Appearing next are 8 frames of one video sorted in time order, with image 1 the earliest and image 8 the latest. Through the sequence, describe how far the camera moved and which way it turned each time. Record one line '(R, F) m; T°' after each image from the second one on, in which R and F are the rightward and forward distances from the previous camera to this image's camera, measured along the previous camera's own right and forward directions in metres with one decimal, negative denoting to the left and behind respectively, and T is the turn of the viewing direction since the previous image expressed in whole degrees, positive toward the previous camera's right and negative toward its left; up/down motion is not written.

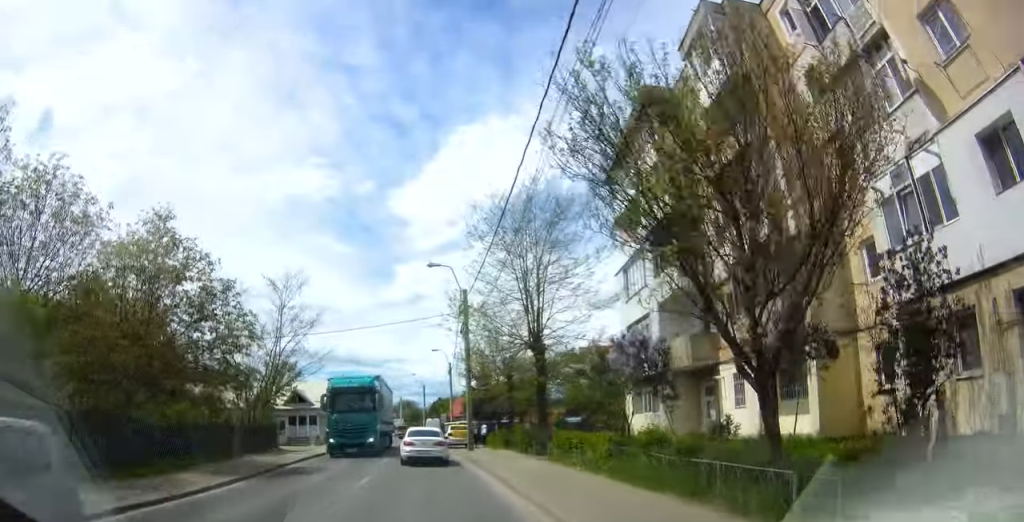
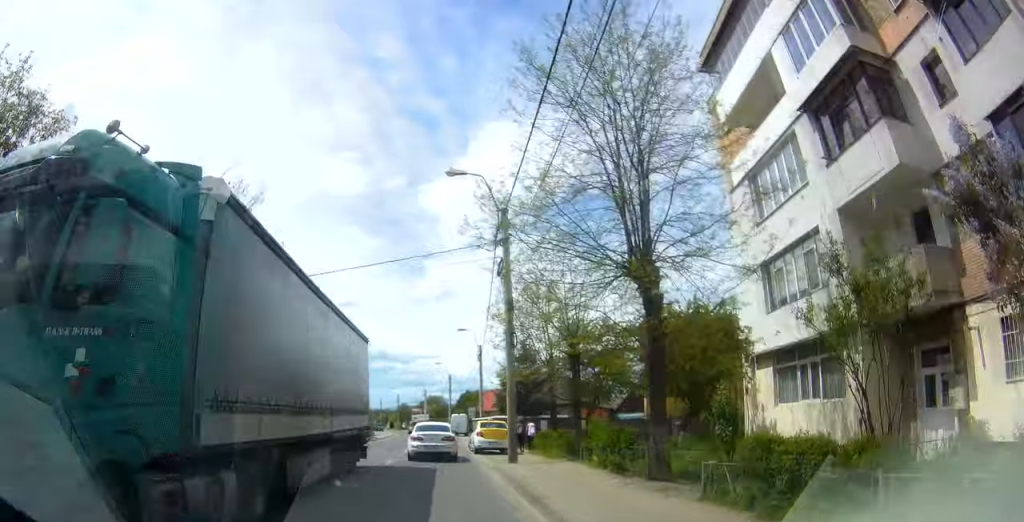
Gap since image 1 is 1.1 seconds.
(0.0, +11.9) m; -1°
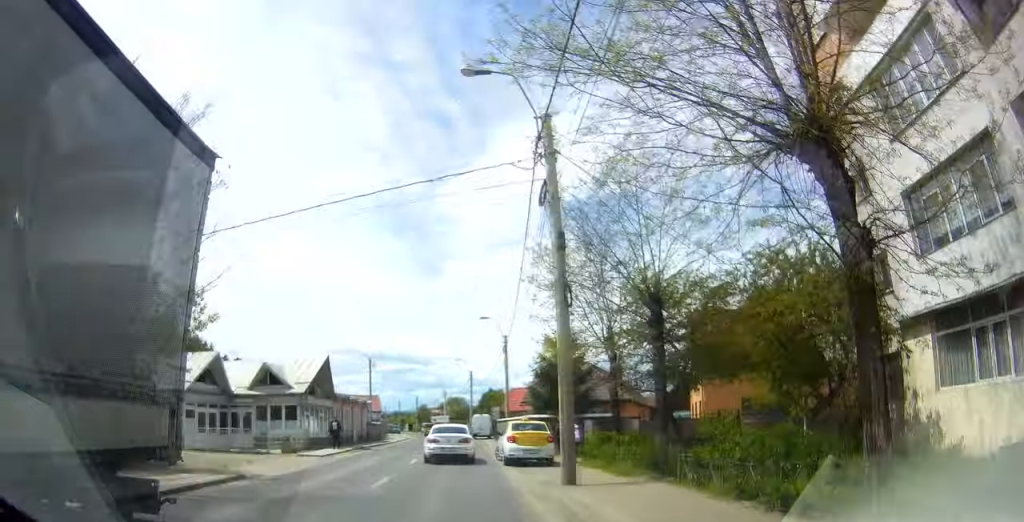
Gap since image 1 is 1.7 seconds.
(+0.1, +7.0) m; -1°
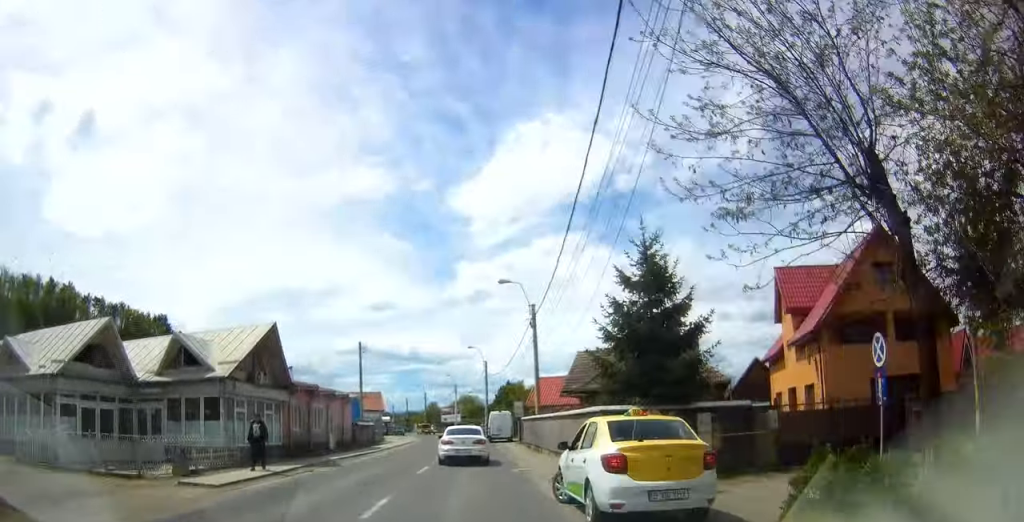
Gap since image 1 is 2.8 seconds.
(-0.4, +12.3) m; 0°
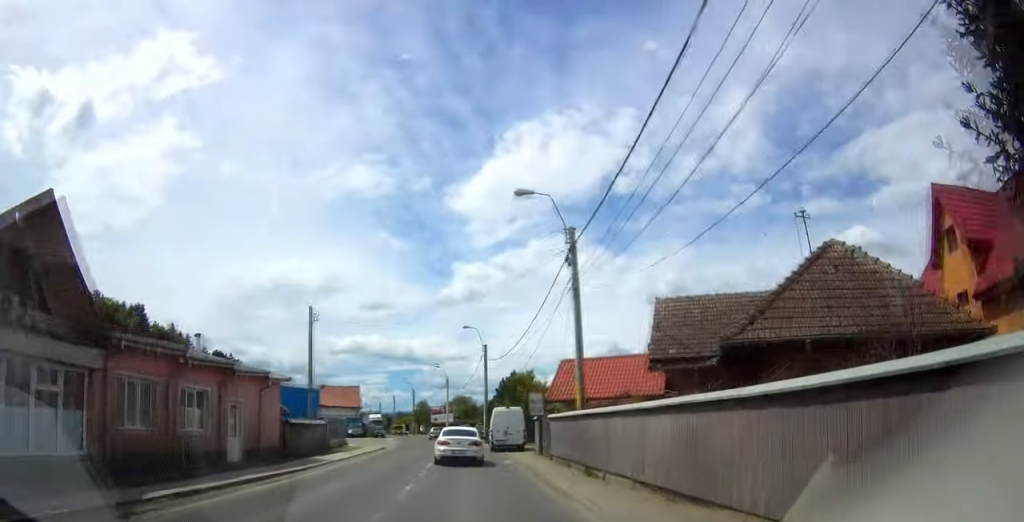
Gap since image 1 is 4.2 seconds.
(+0.1, +14.4) m; -3°
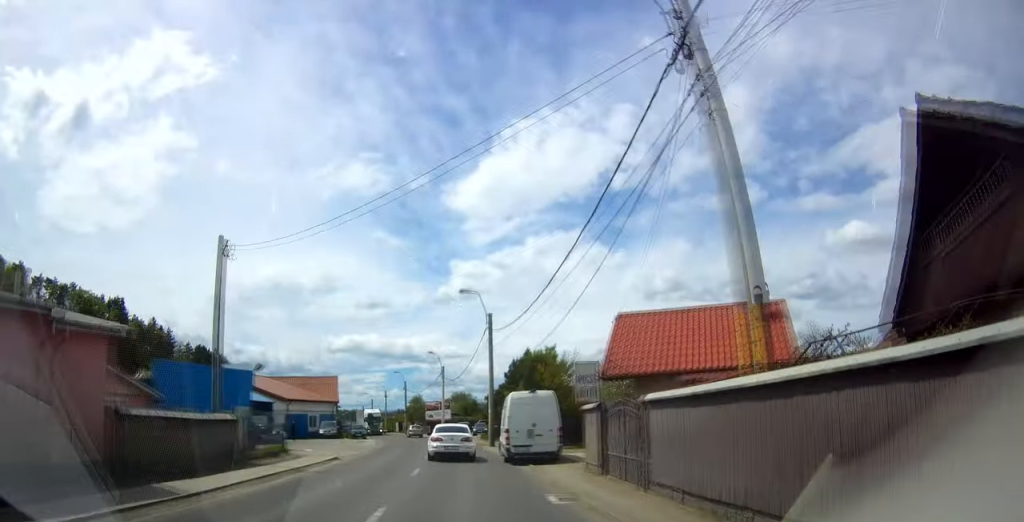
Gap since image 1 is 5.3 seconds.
(-0.7, +13.0) m; -4°
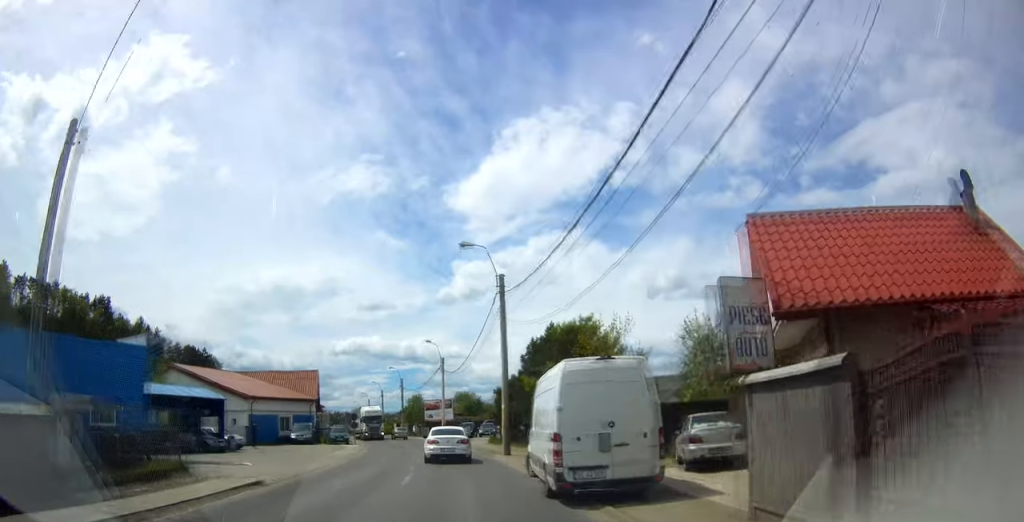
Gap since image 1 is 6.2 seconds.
(-0.1, +10.2) m; +1°
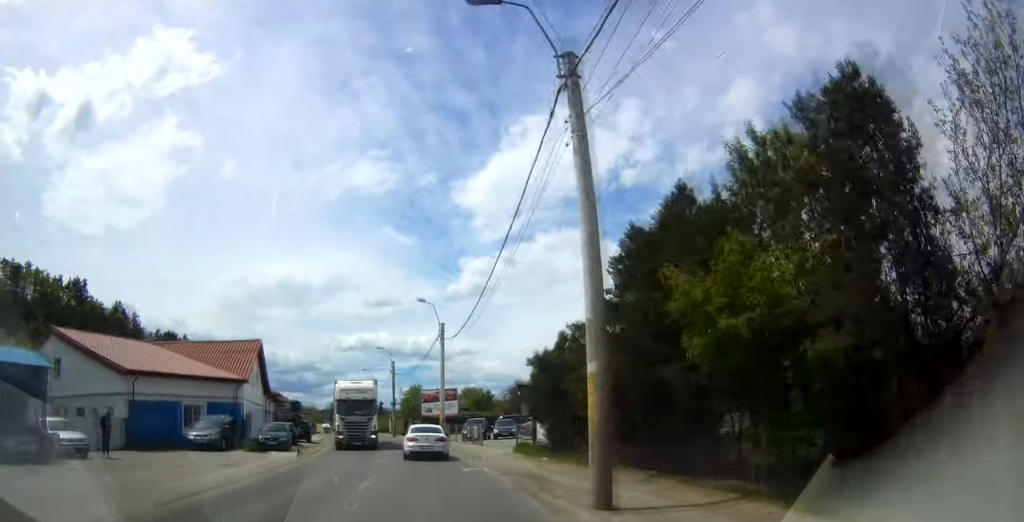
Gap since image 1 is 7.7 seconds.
(+0.7, +18.2) m; +1°
